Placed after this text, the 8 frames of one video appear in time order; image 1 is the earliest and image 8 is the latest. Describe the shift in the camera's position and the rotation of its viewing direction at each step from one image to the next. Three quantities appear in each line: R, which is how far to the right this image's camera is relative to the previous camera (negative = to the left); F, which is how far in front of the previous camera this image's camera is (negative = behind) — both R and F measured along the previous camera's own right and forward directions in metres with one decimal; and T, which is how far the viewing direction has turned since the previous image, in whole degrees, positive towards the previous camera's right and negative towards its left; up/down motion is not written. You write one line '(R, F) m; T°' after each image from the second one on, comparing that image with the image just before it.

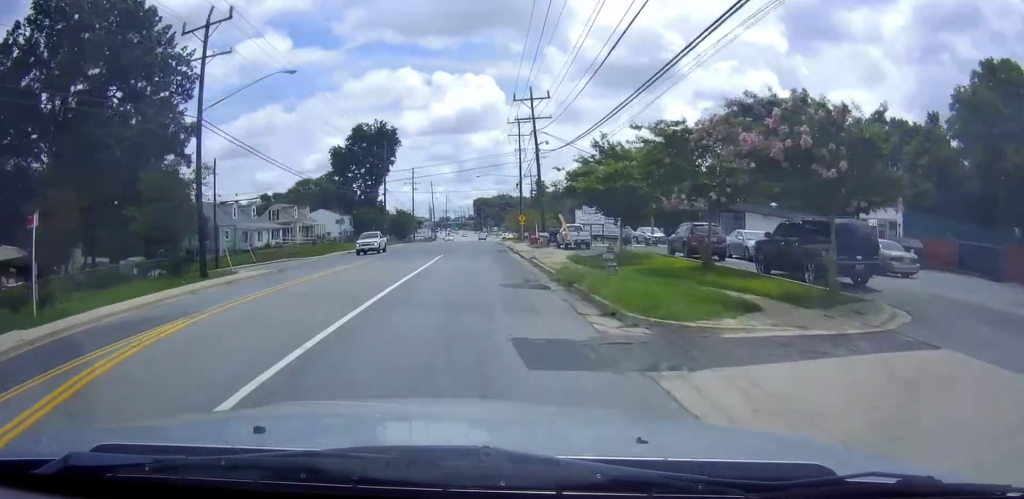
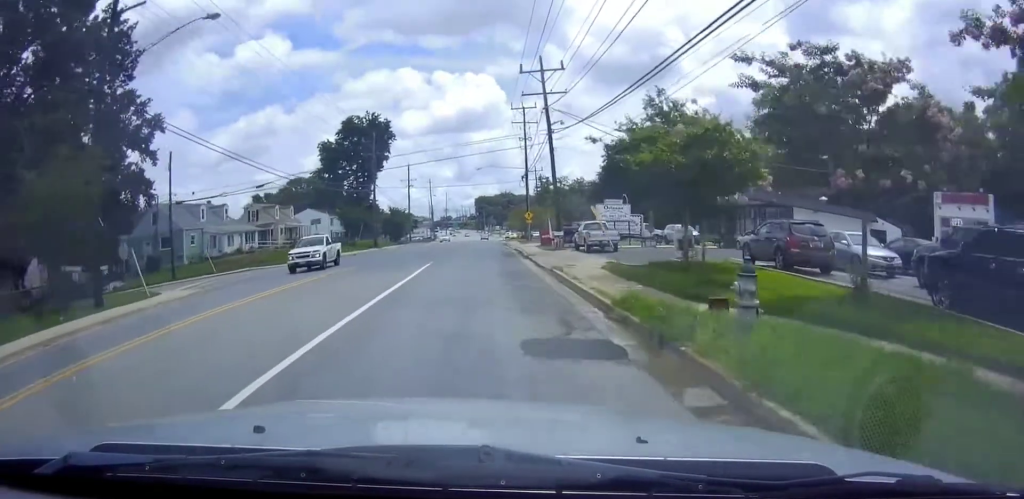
(-0.1, +8.7) m; 0°
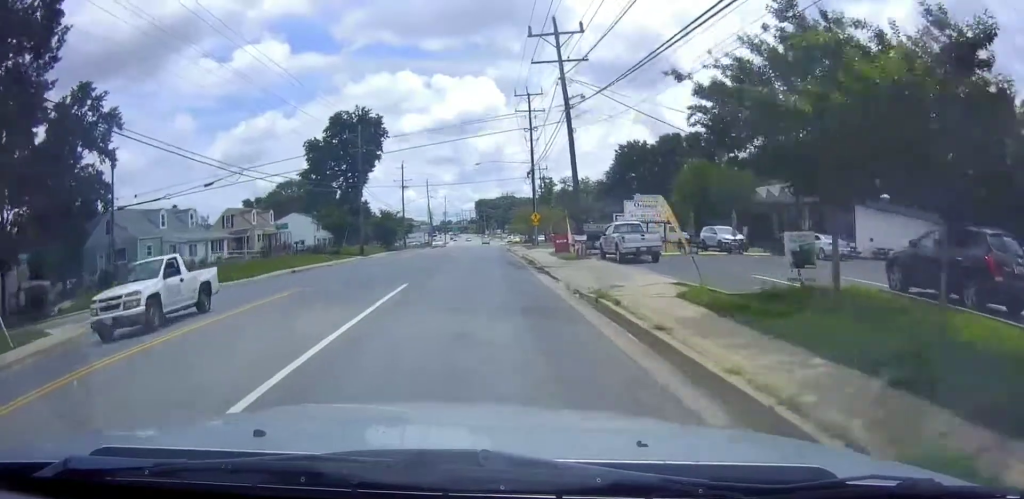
(-0.4, +8.7) m; 0°
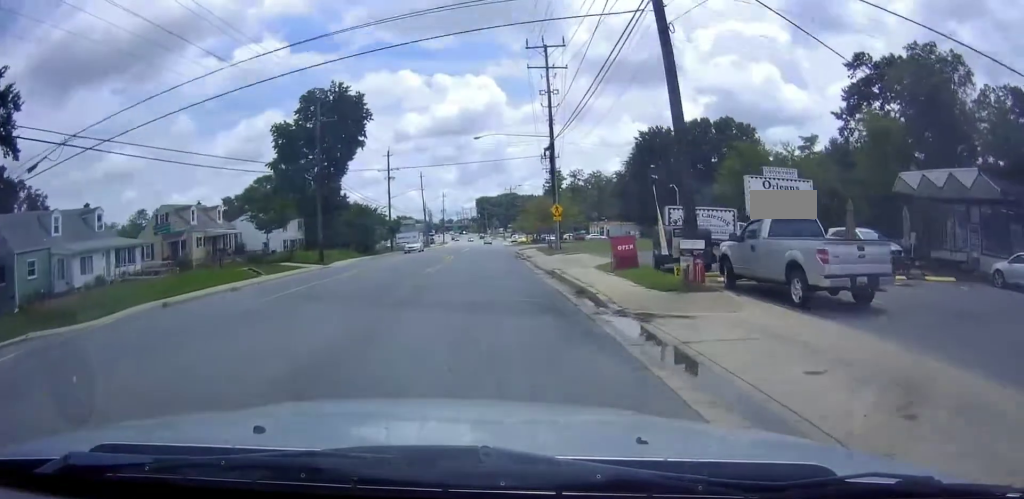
(+0.5, +16.2) m; +1°
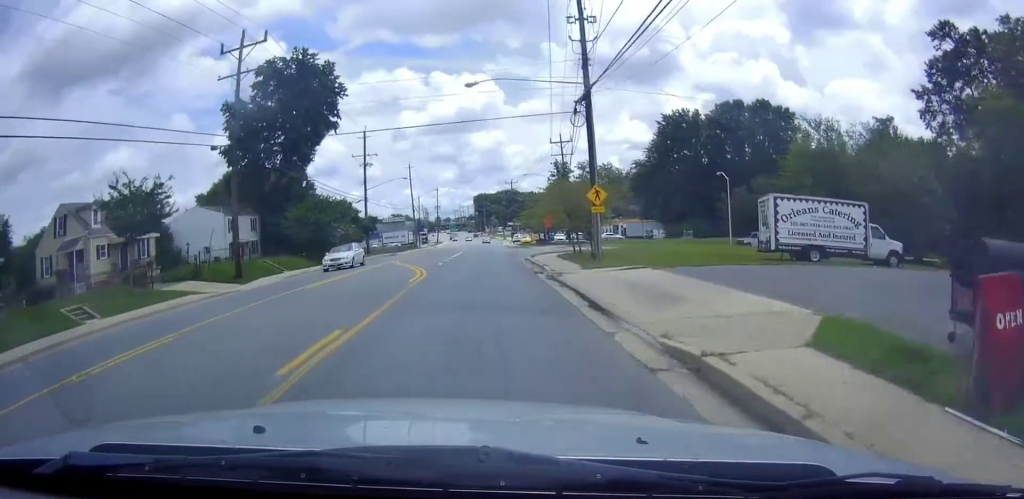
(-0.2, +16.3) m; -1°
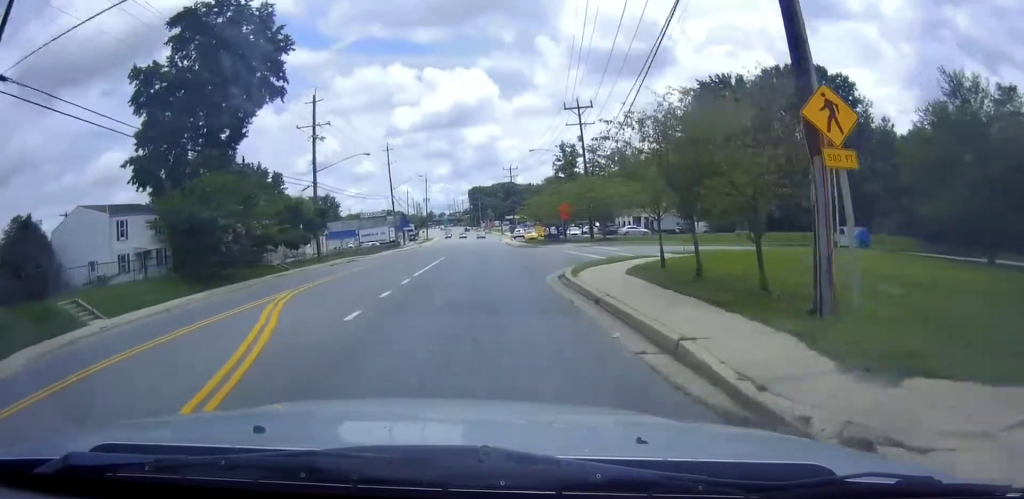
(0.0, +19.7) m; +1°
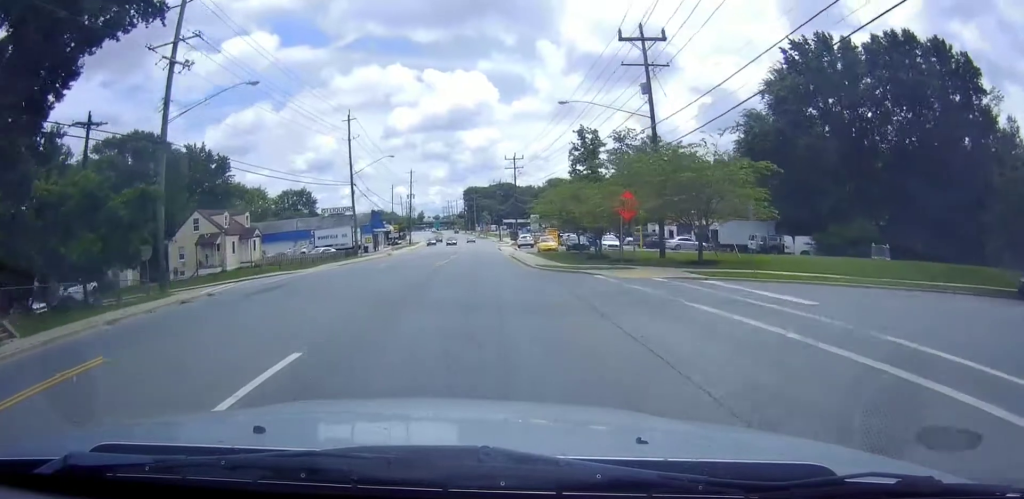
(+0.2, +25.7) m; 0°
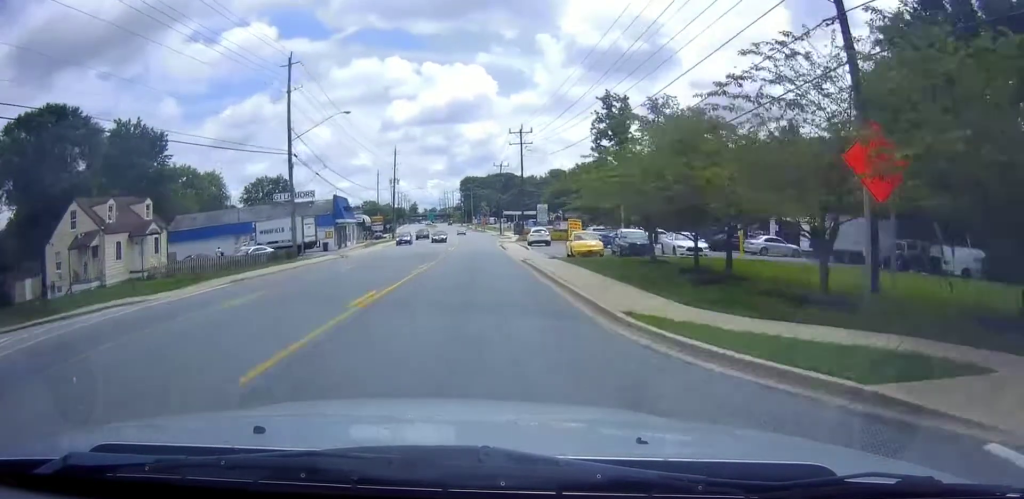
(-0.2, +20.9) m; -1°
